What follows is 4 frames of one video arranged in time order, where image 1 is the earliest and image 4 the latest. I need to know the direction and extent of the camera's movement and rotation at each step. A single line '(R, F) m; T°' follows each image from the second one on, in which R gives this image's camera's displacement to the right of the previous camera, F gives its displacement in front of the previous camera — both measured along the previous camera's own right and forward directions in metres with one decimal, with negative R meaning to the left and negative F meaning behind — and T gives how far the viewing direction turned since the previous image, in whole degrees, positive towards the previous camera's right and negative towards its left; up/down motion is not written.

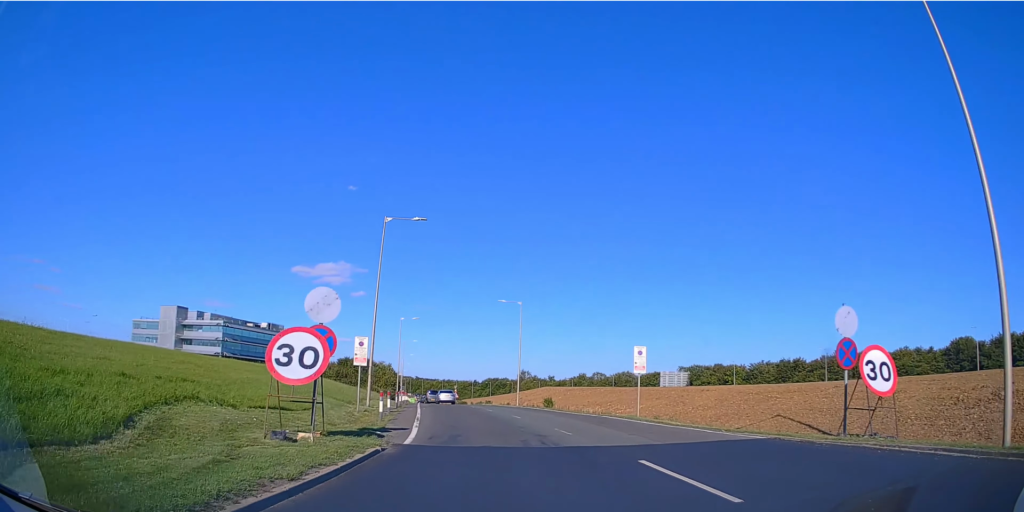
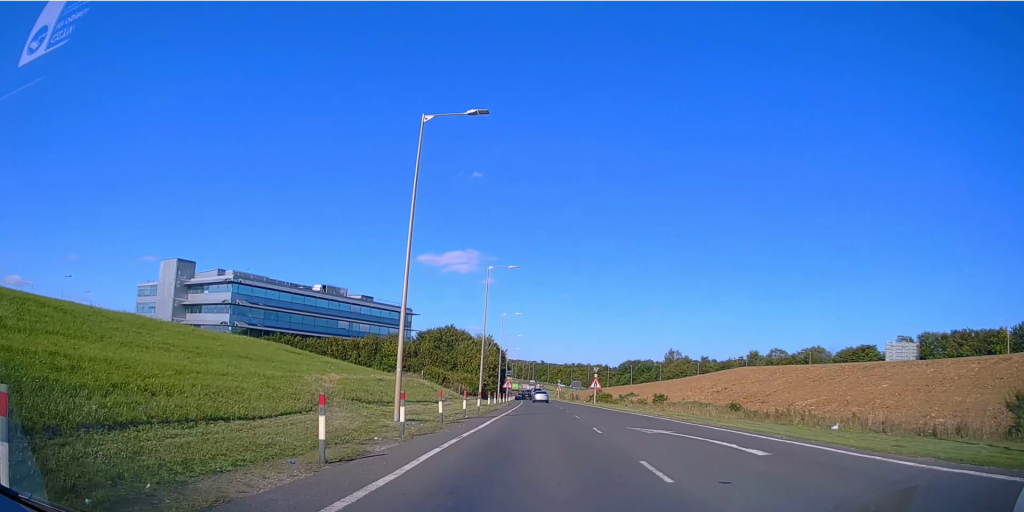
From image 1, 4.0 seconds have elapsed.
(-9.5, +47.4) m; -17°
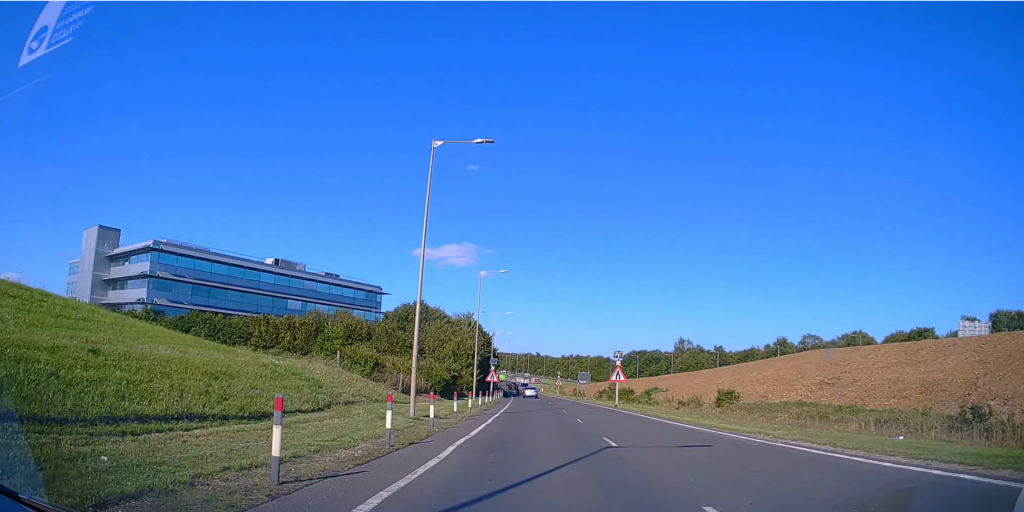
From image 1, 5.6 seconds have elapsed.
(-0.3, +21.6) m; -2°
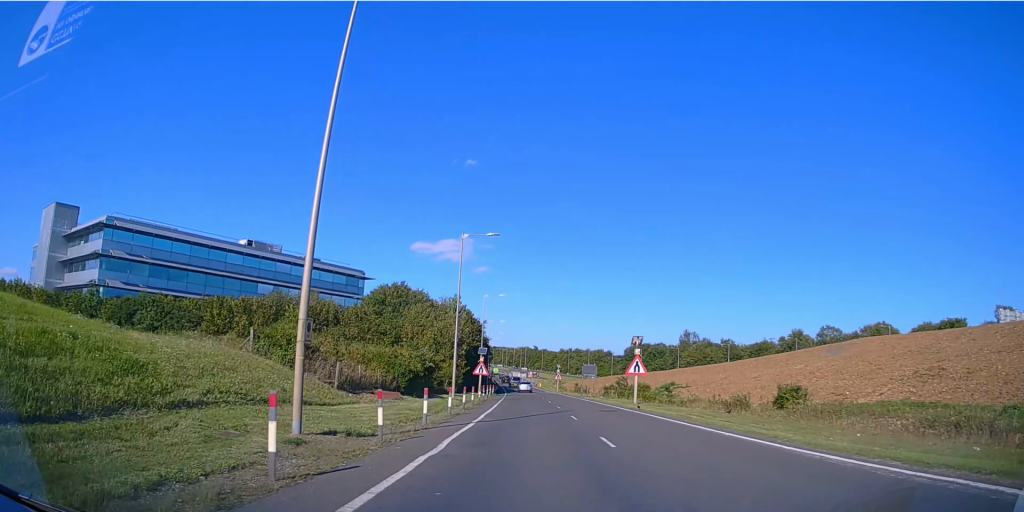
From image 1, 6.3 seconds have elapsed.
(0.0, +9.9) m; 0°
